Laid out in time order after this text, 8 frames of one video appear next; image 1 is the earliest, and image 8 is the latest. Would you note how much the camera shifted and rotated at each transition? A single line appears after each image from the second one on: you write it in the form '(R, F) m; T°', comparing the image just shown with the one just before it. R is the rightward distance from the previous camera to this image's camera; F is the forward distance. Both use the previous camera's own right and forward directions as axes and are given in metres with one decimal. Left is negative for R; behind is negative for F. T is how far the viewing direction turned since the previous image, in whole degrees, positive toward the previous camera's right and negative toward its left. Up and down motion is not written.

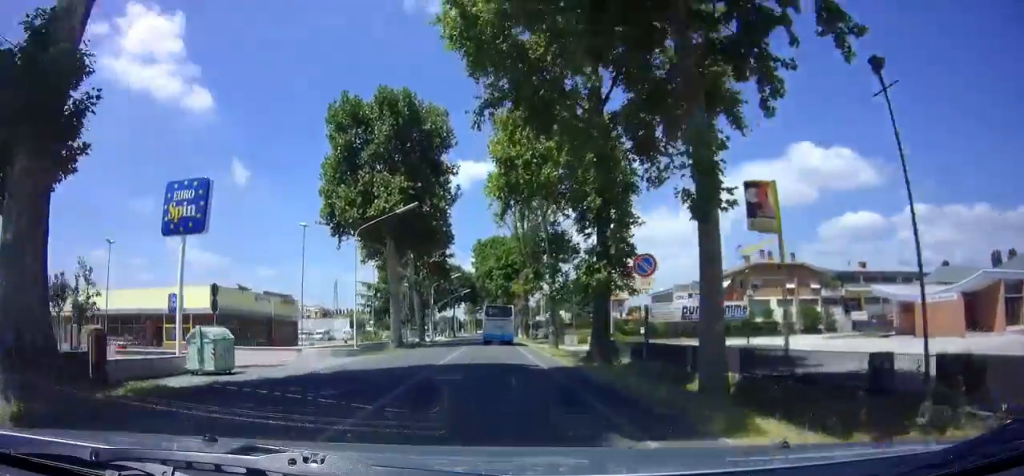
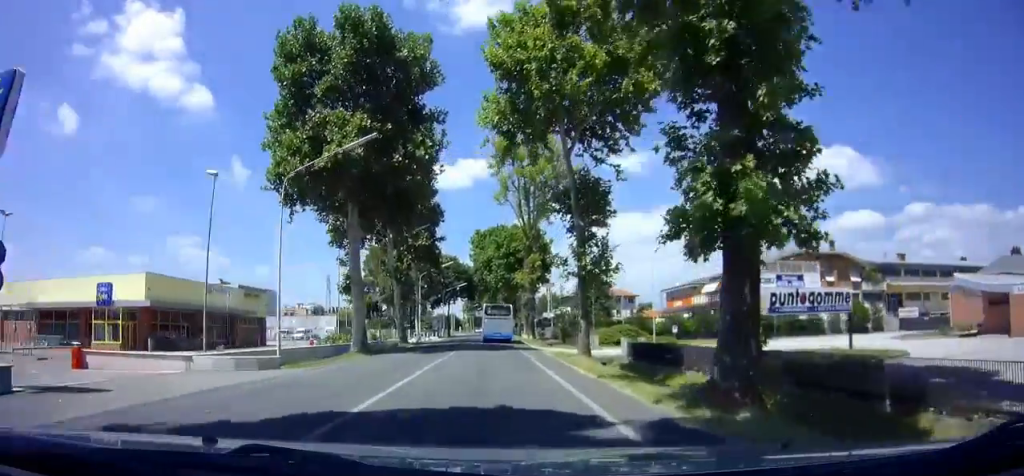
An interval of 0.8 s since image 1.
(0.0, +10.5) m; 0°
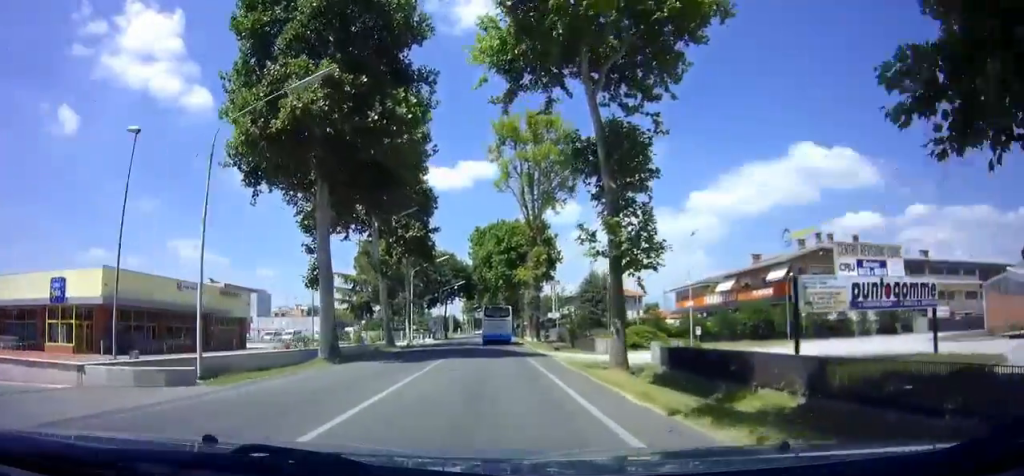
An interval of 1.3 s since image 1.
(0.0, +5.8) m; 0°
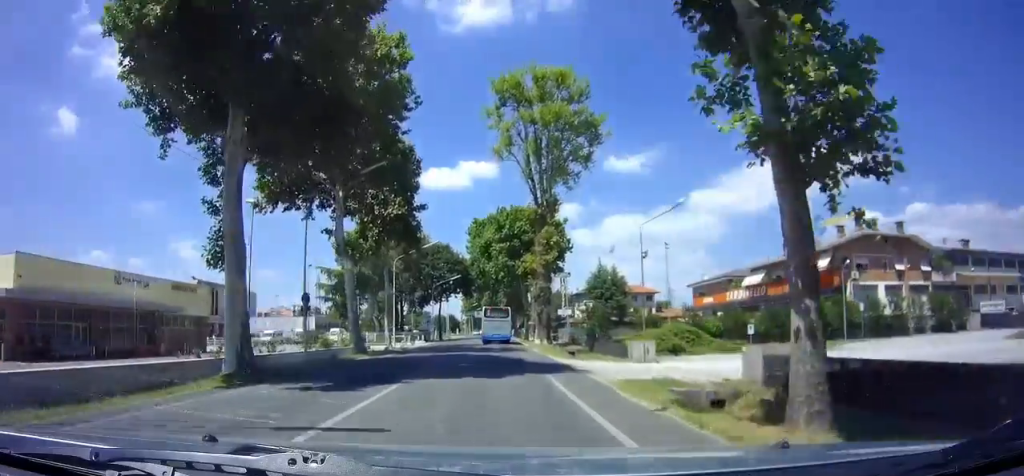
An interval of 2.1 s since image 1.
(0.0, +9.6) m; 0°
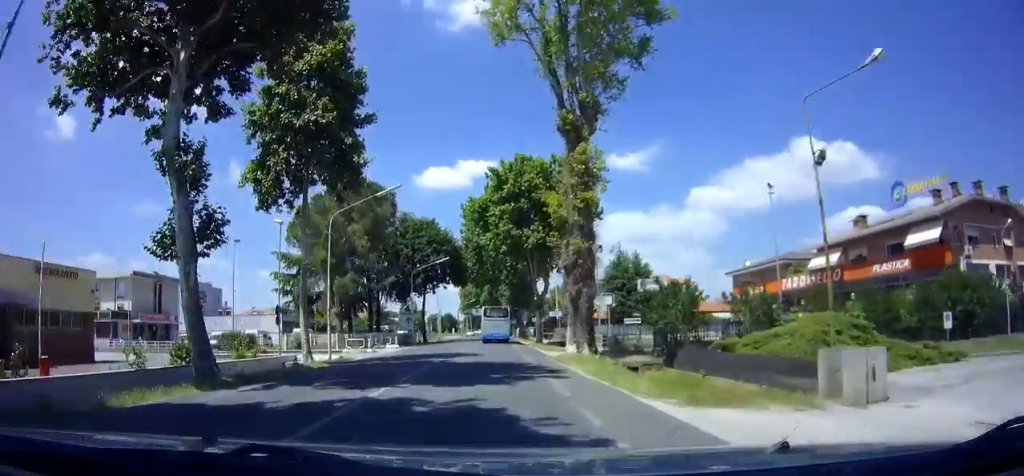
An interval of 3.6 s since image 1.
(+0.1, +16.8) m; 0°
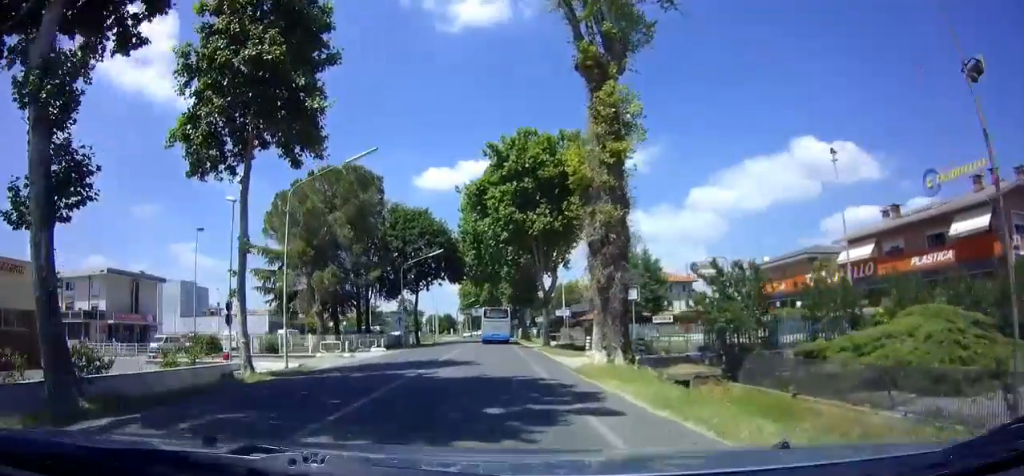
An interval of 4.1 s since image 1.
(0.0, +5.5) m; 0°
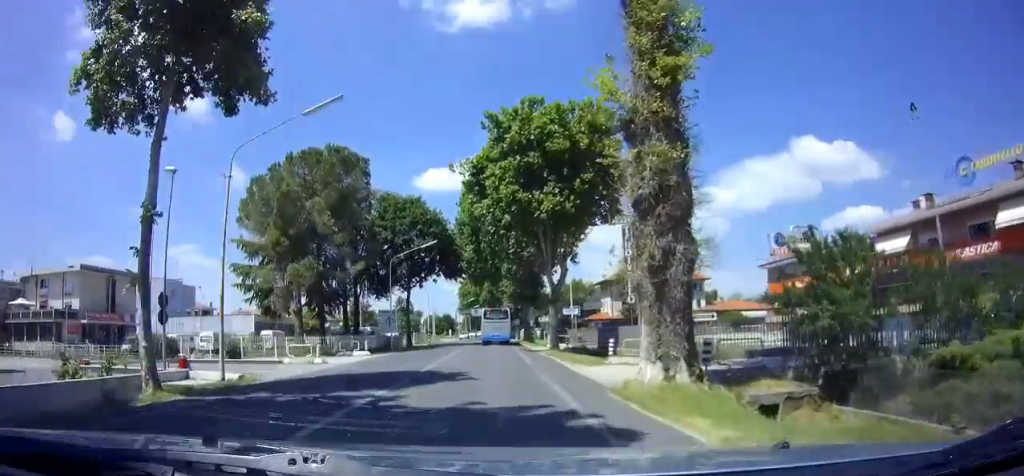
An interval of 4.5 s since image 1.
(0.0, +5.1) m; 0°
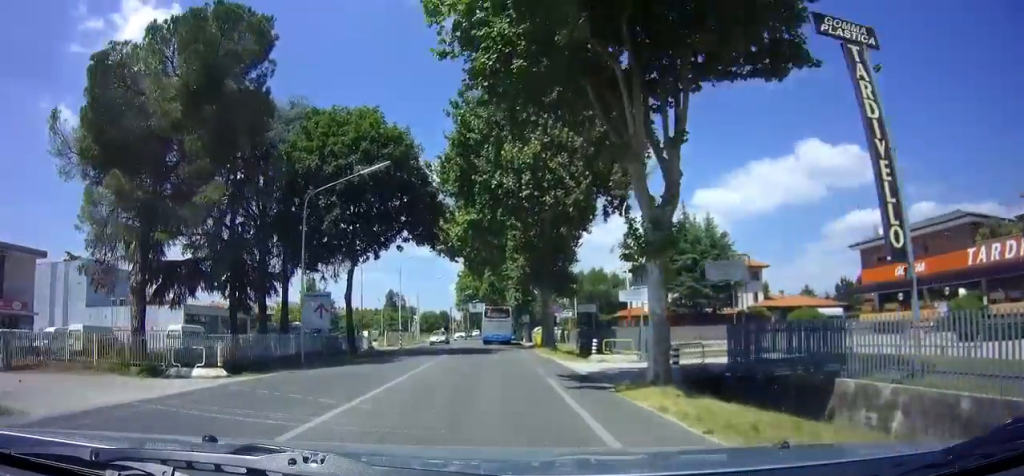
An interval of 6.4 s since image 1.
(0.0, +19.8) m; -1°
